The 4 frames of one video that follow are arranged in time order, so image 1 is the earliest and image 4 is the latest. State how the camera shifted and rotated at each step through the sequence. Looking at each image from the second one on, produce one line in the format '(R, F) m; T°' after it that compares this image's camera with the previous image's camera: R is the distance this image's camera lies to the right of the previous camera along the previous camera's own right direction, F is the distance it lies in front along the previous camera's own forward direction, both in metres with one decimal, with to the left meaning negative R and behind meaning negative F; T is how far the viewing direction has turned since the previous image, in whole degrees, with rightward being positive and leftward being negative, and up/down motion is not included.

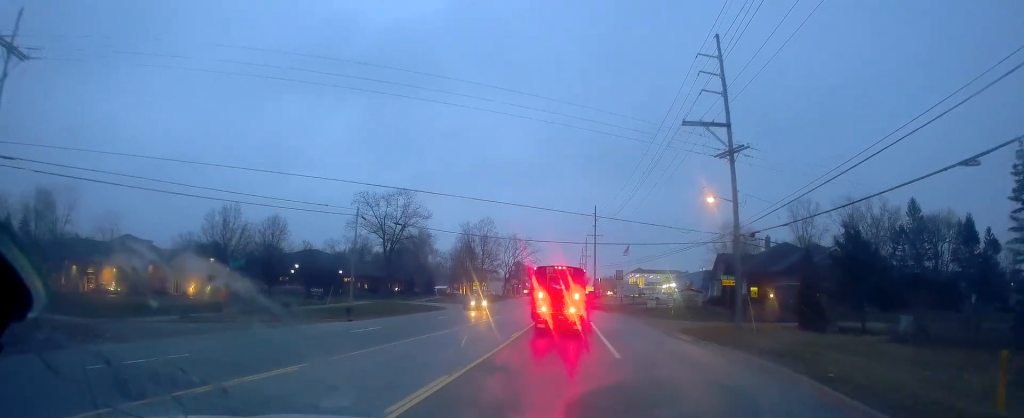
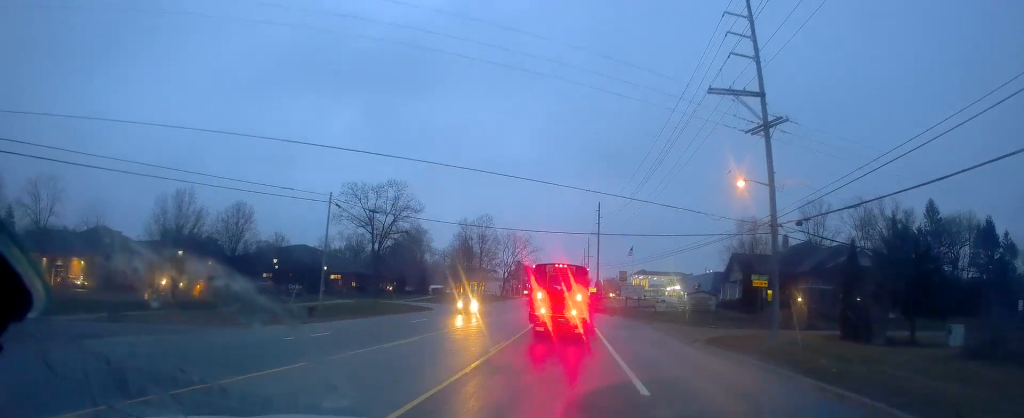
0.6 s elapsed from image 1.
(0.0, +6.6) m; 0°
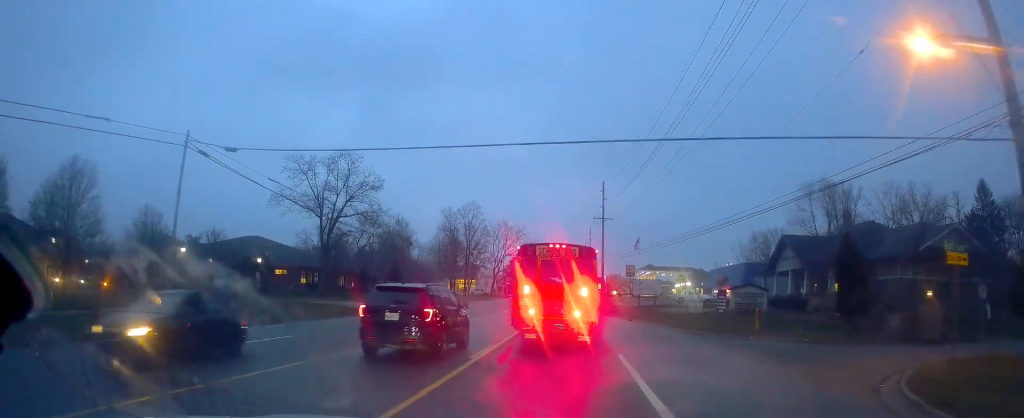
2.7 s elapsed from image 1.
(-1.2, +20.0) m; -6°
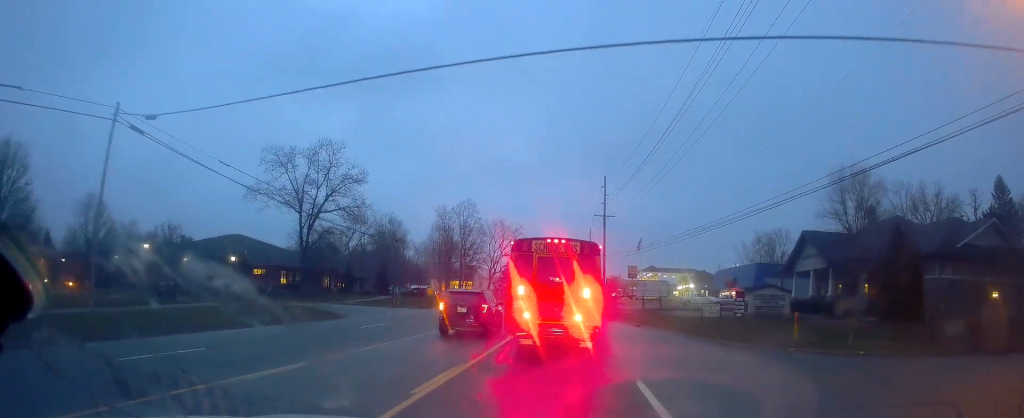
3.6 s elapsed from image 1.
(+0.3, +6.6) m; +4°
